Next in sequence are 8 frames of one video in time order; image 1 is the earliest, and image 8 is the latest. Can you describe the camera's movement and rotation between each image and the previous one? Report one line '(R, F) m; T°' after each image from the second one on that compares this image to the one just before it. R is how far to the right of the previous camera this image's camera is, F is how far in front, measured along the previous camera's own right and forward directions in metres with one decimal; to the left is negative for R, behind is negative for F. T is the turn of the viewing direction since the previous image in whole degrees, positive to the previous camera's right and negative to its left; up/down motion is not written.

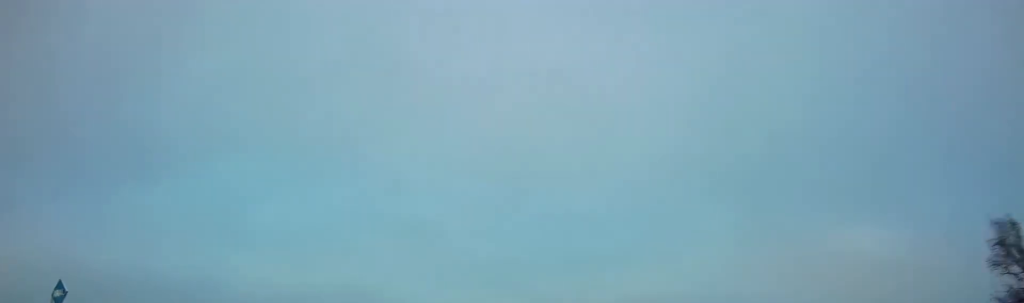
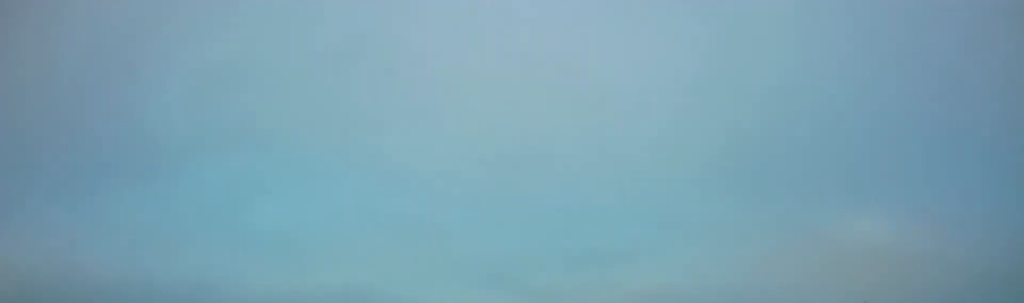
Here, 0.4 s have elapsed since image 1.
(0.0, +21.9) m; 0°
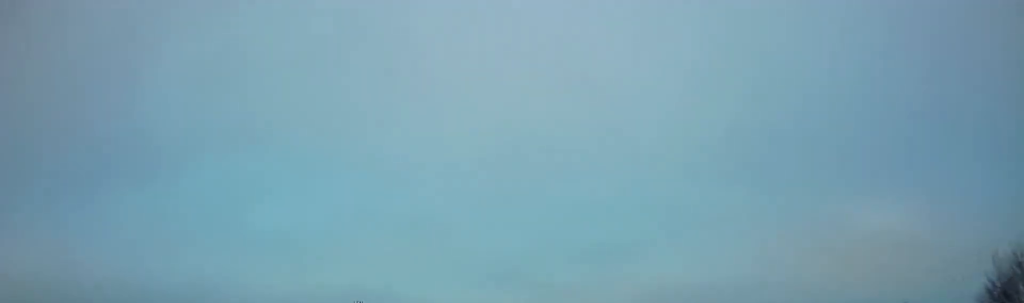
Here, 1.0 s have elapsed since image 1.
(+0.1, +27.9) m; 0°
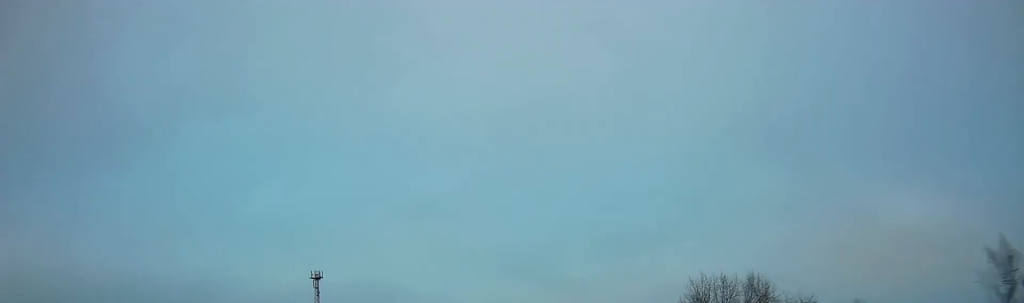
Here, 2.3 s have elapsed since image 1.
(+0.3, +69.4) m; -1°
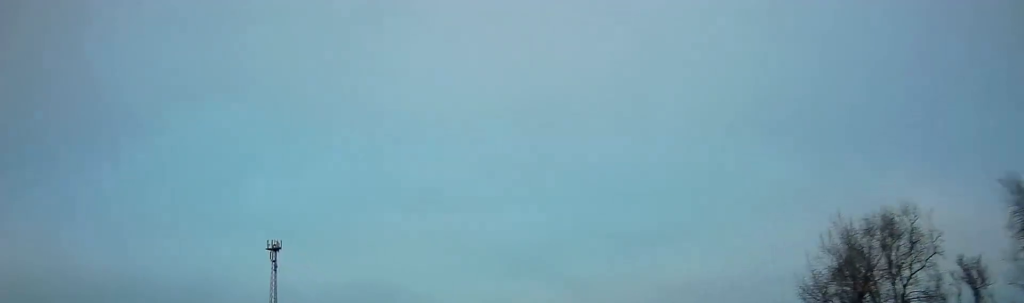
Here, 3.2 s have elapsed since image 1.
(-0.7, +44.0) m; -1°
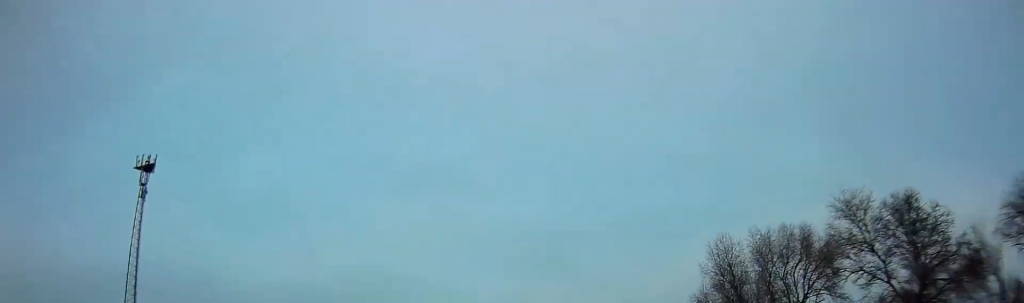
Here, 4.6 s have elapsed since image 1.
(-0.7, +71.3) m; -1°
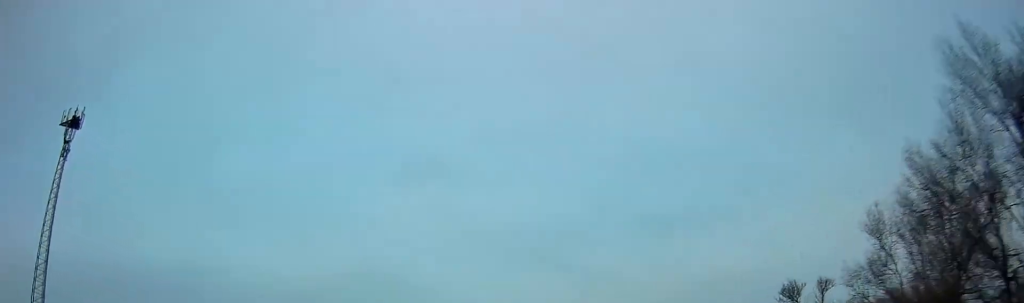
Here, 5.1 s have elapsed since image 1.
(+0.2, +26.4) m; 0°
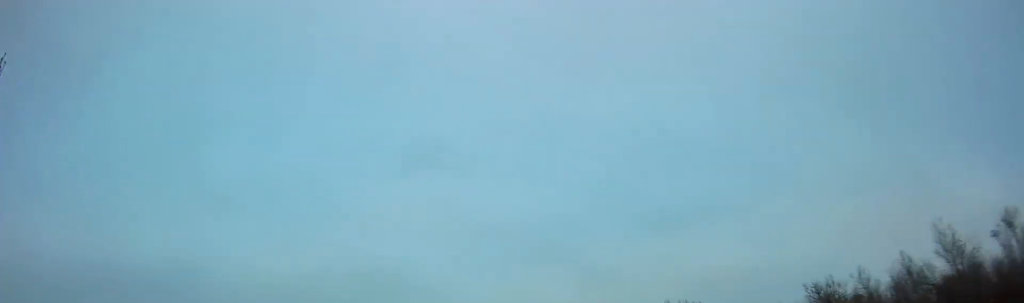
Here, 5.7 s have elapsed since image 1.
(-0.3, +27.2) m; 0°
